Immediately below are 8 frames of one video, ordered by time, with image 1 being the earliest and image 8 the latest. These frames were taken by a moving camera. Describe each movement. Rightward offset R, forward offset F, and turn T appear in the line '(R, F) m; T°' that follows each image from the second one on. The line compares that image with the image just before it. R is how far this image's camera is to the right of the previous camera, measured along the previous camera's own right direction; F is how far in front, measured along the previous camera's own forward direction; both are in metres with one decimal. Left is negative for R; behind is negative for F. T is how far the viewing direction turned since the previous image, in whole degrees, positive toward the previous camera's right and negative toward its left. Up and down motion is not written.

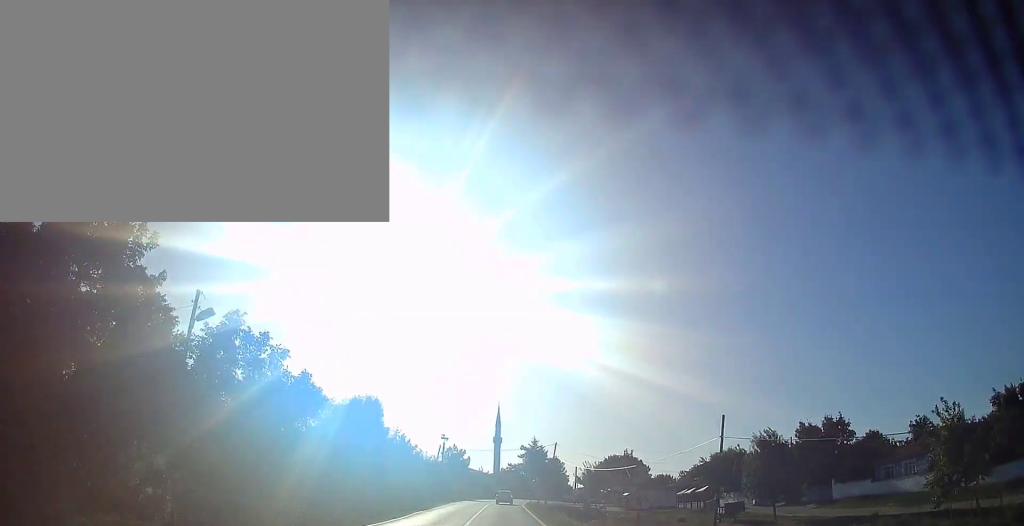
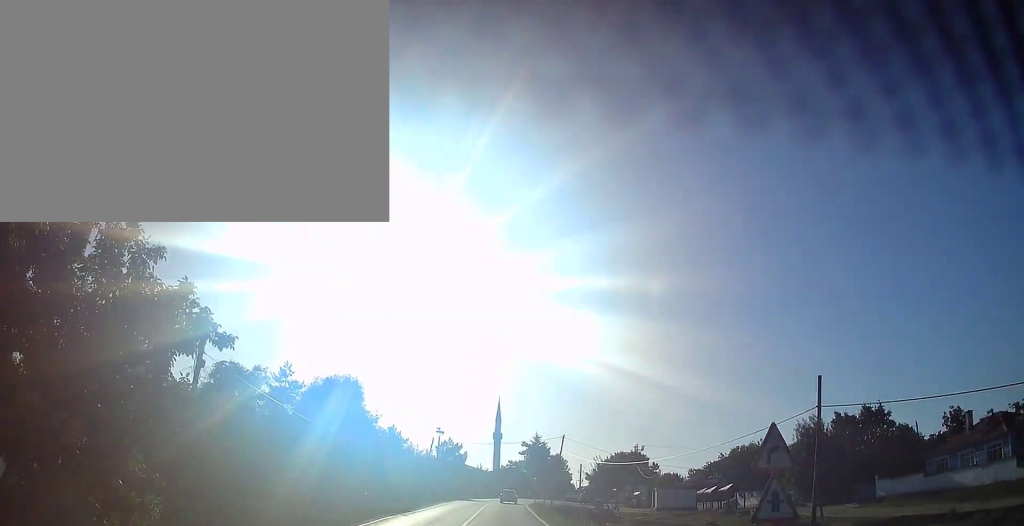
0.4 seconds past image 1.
(-0.1, +8.1) m; 0°
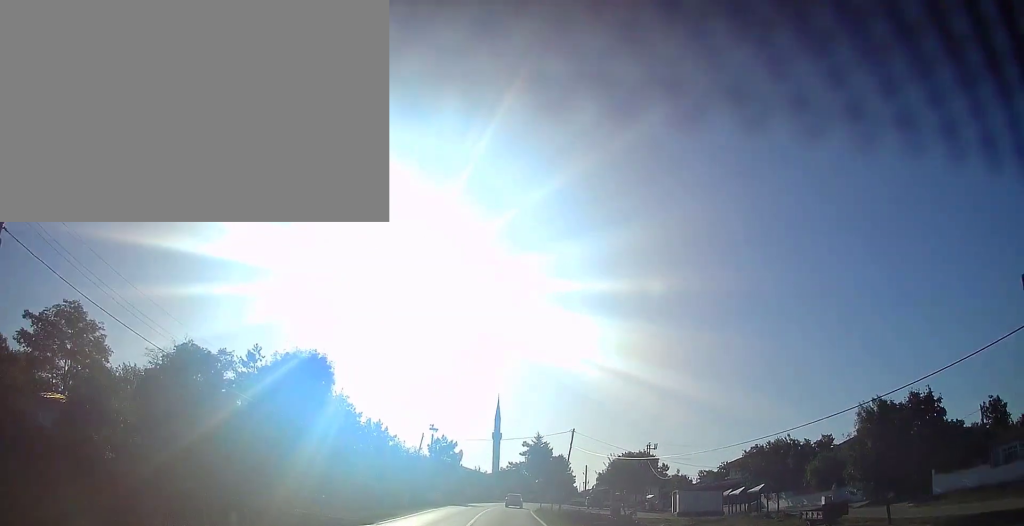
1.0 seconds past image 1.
(-0.1, +9.9) m; 0°
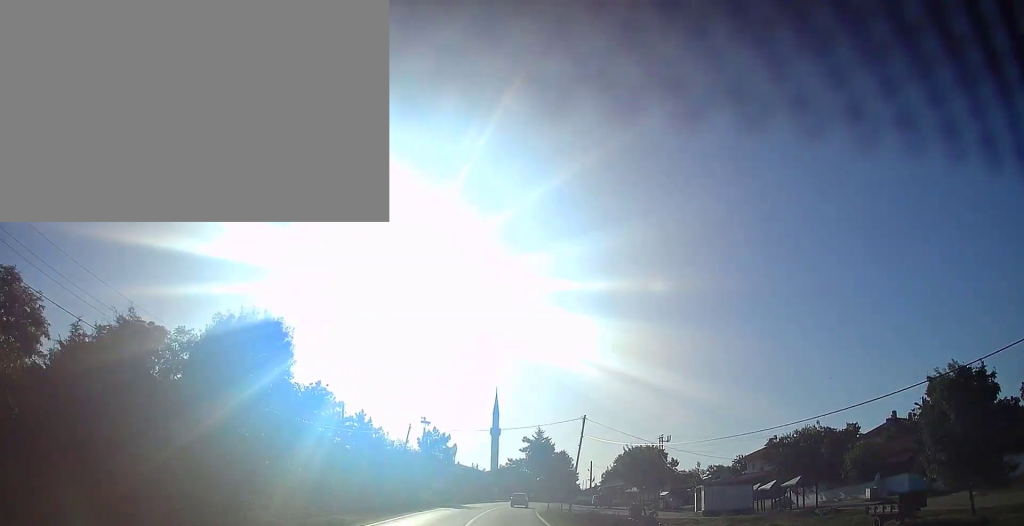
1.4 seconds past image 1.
(+0.1, +8.3) m; 0°
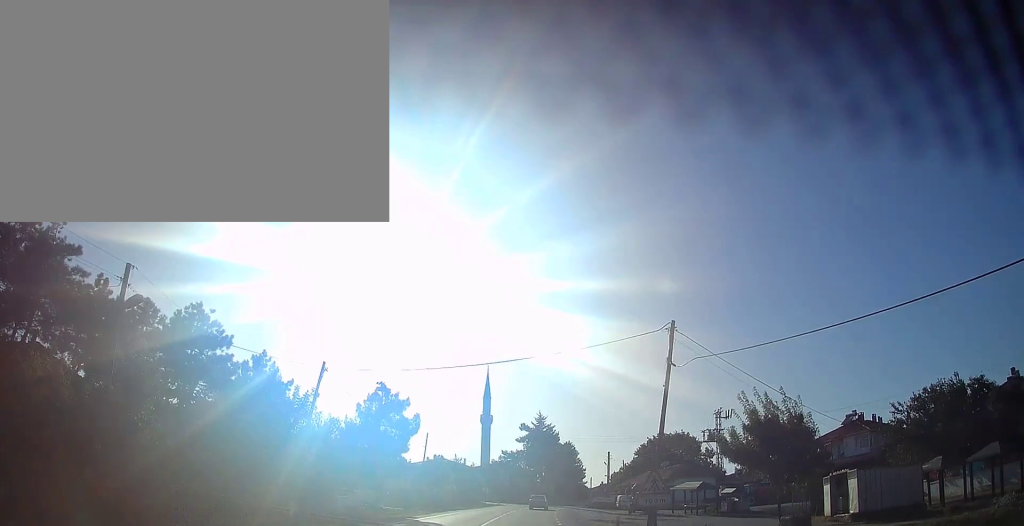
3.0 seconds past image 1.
(+0.3, +26.1) m; +1°
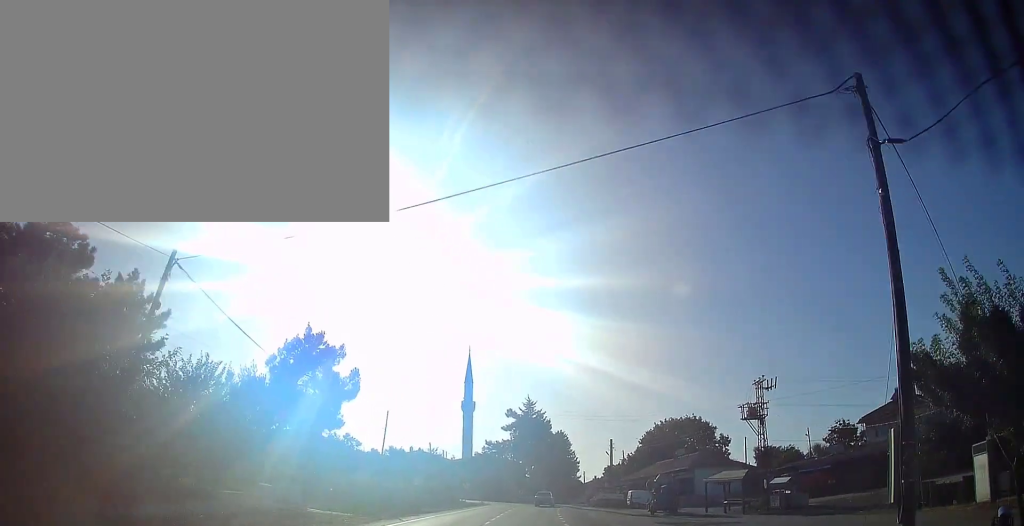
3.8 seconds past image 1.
(-0.1, +13.8) m; +1°
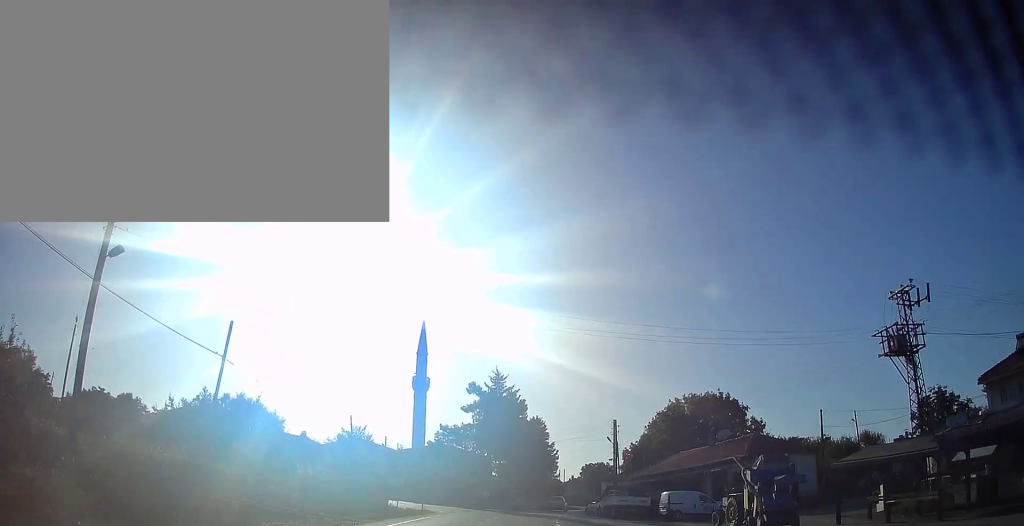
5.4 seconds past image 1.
(+0.9, +23.3) m; +4°
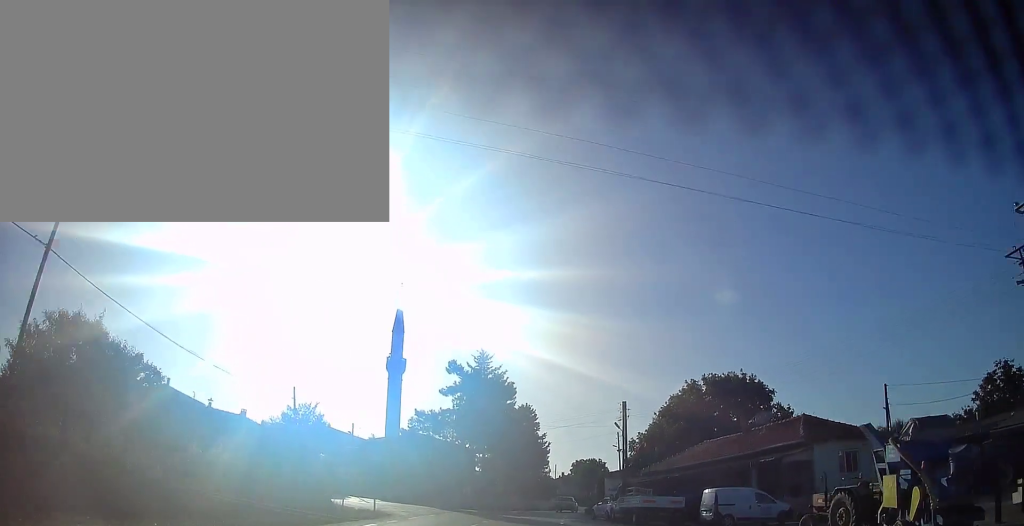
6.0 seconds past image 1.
(+0.1, +9.8) m; +2°
